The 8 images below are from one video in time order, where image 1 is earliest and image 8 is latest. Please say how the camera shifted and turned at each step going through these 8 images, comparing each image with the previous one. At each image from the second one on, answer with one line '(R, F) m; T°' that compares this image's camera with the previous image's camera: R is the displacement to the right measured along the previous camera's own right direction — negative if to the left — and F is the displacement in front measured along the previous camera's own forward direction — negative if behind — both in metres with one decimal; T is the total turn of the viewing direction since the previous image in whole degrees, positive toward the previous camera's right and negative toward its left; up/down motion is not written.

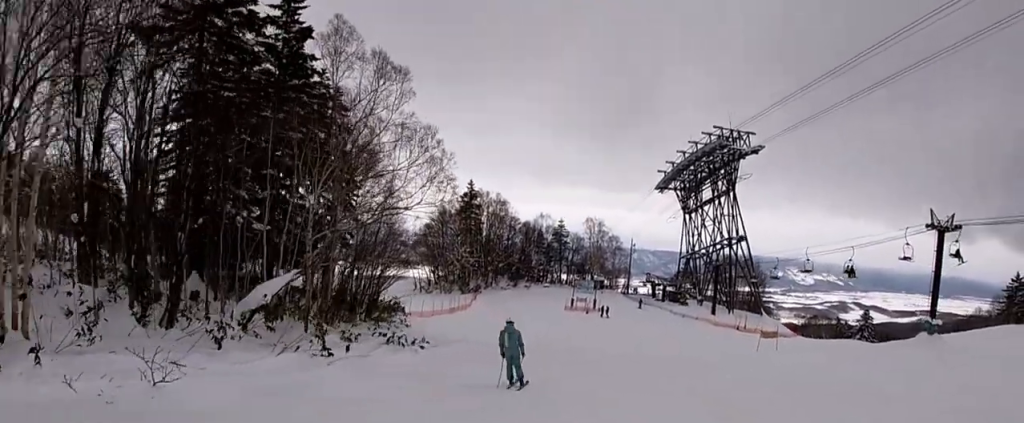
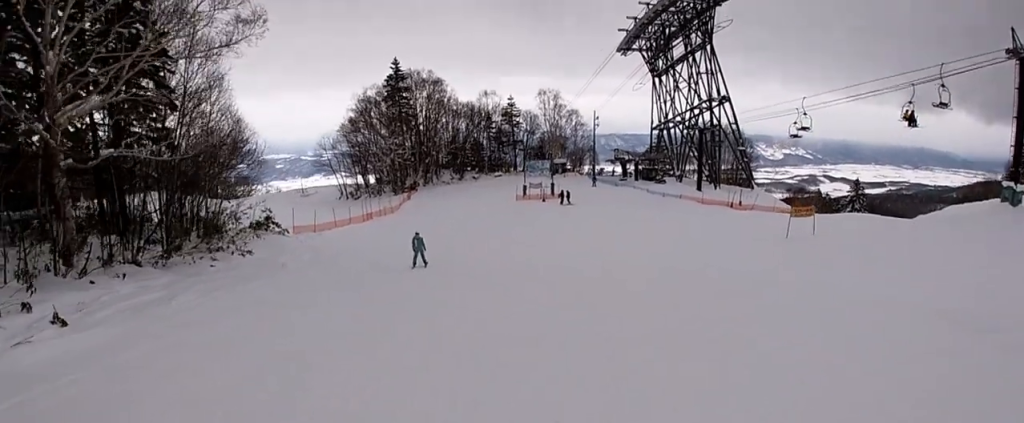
(+1.6, +16.1) m; +12°
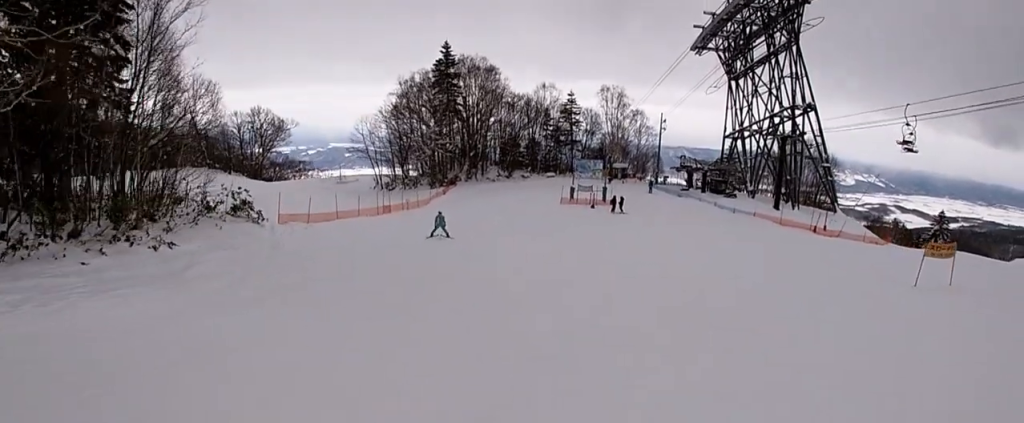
(-0.8, +9.0) m; -4°
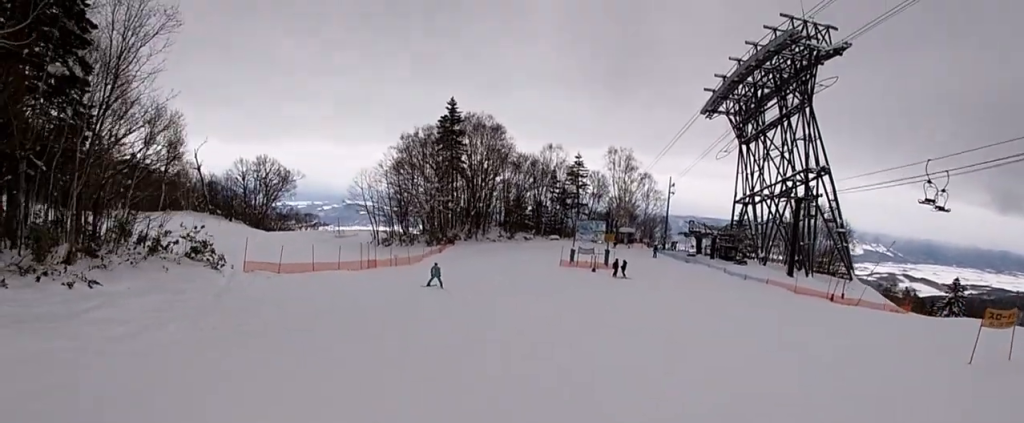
(+0.1, +4.1) m; -1°
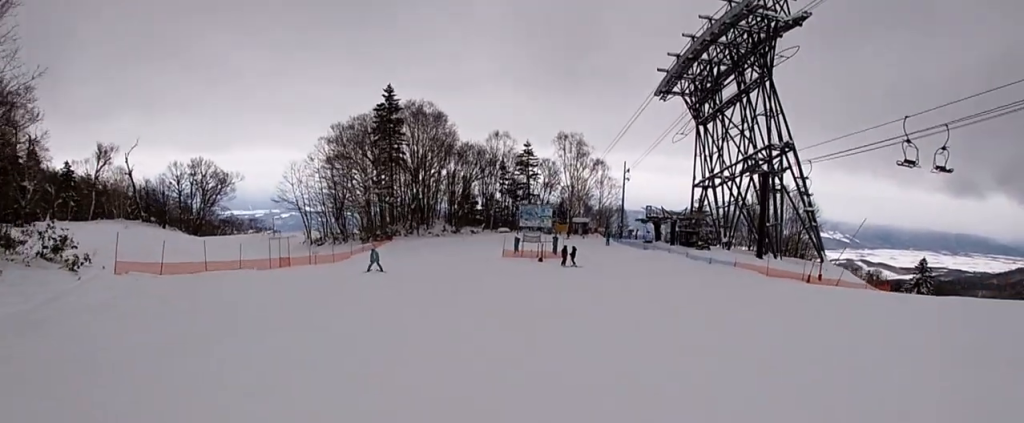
(+0.7, +5.7) m; -1°
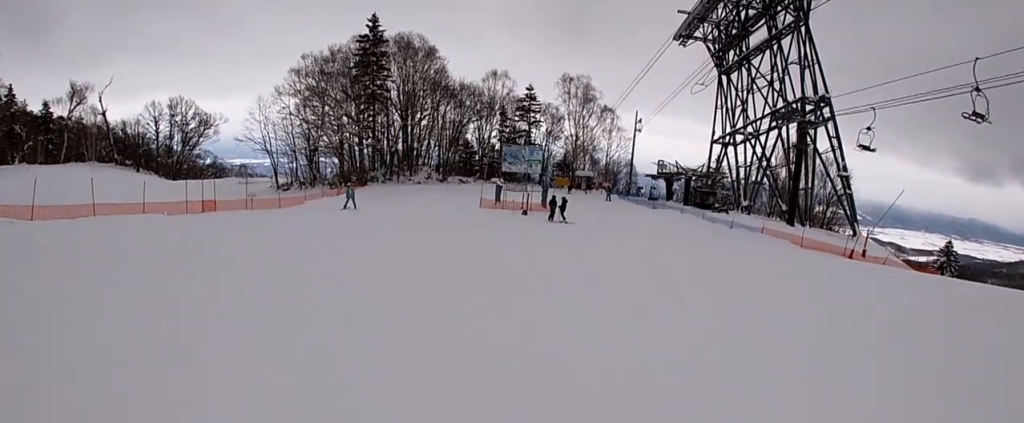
(-1.1, +7.0) m; -8°
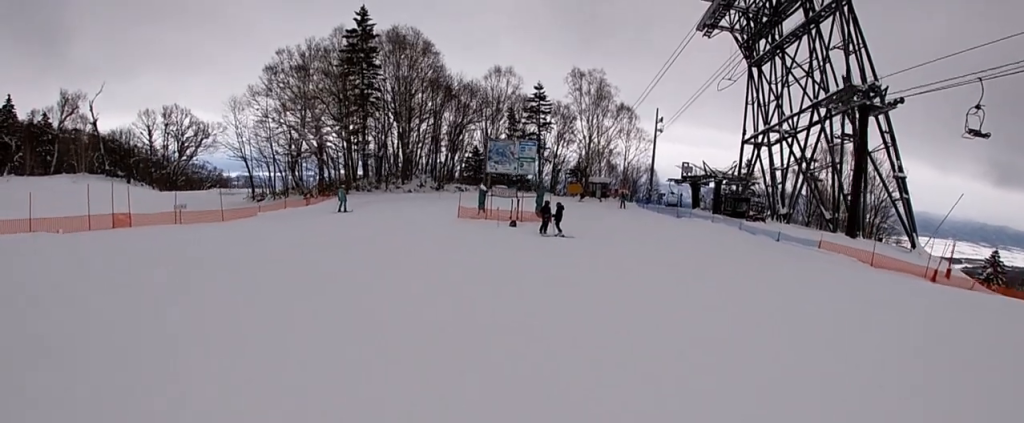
(-0.1, +7.2) m; 0°
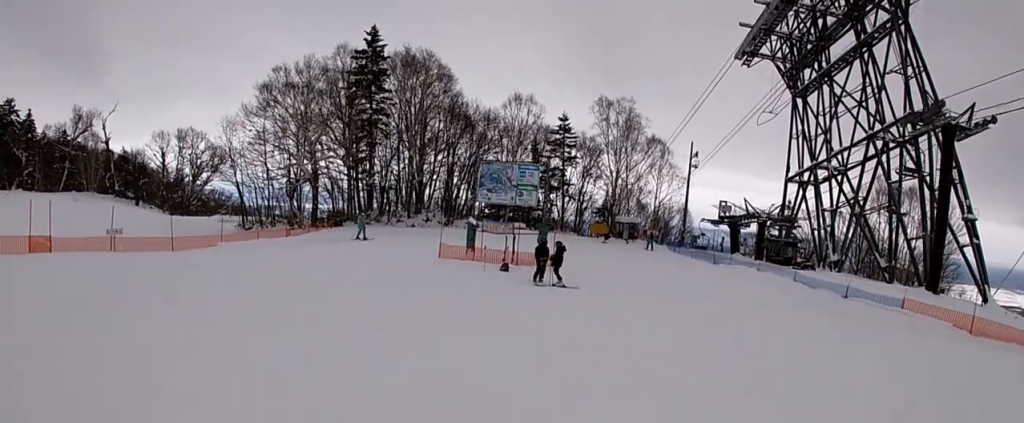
(0.0, +5.9) m; 0°
